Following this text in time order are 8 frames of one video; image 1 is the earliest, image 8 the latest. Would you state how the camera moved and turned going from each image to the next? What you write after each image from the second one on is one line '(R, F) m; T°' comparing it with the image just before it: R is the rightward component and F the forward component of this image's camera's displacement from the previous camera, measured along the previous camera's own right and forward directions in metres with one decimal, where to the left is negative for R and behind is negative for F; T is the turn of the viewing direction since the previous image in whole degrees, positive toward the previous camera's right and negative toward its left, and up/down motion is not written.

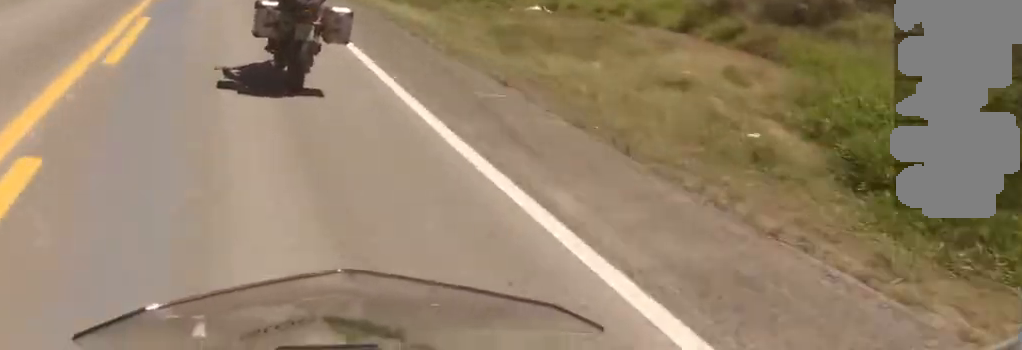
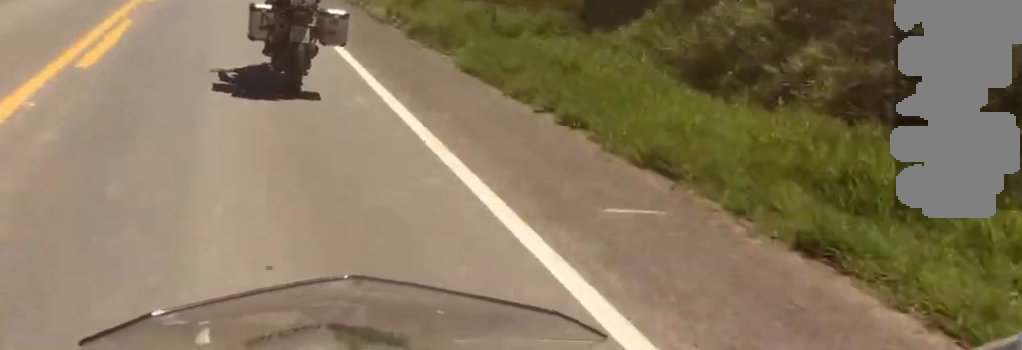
(-1.1, +63.7) m; -1°
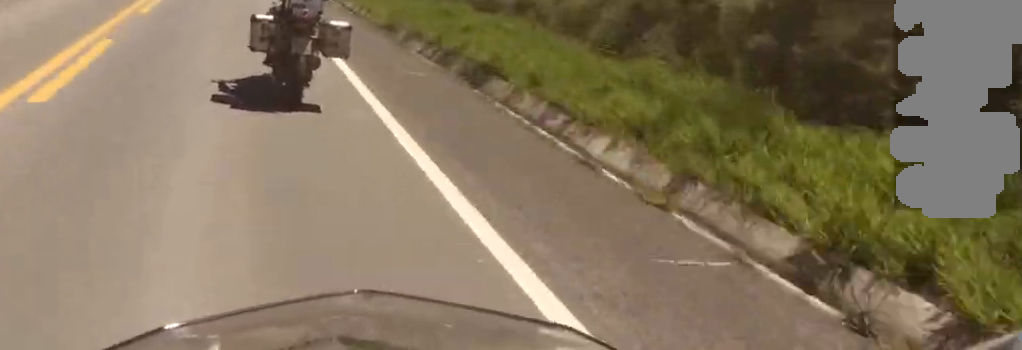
(-0.2, +33.6) m; 0°
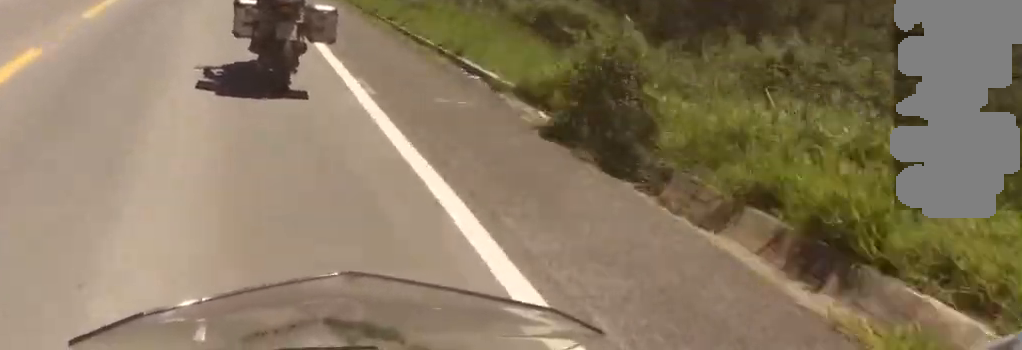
(+0.2, +43.4) m; +1°
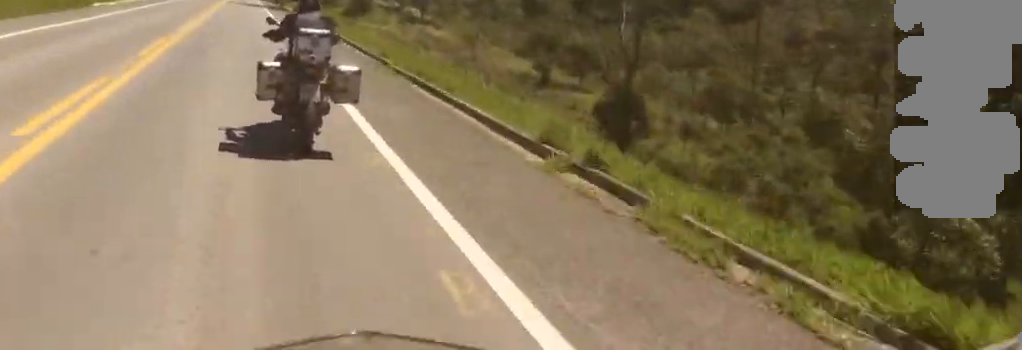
(-0.1, +27.7) m; +1°
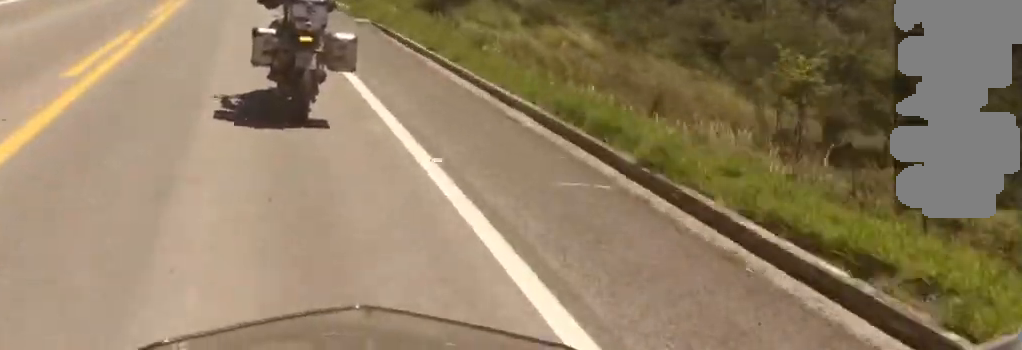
(+0.6, +22.9) m; -1°
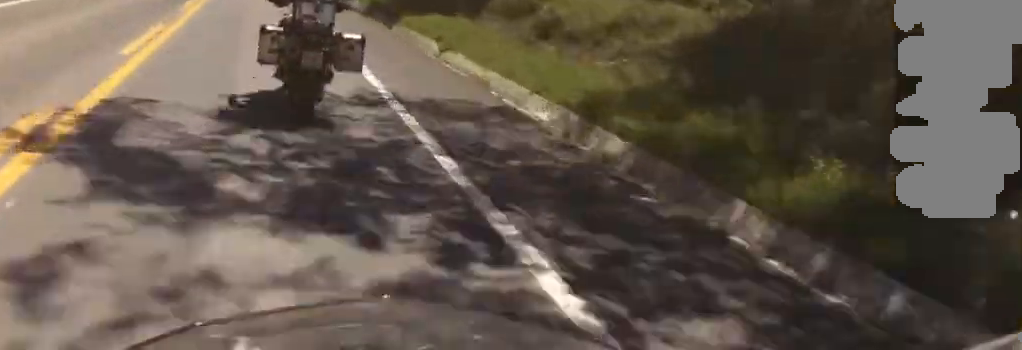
(-1.0, +38.5) m; -1°
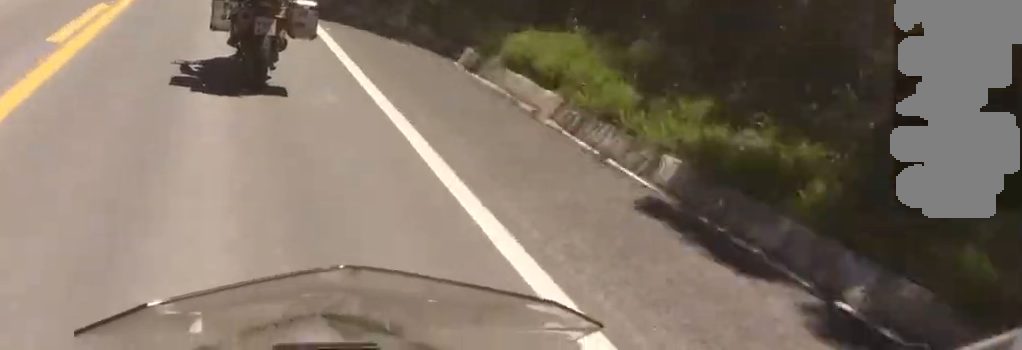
(+0.1, +25.2) m; +1°
